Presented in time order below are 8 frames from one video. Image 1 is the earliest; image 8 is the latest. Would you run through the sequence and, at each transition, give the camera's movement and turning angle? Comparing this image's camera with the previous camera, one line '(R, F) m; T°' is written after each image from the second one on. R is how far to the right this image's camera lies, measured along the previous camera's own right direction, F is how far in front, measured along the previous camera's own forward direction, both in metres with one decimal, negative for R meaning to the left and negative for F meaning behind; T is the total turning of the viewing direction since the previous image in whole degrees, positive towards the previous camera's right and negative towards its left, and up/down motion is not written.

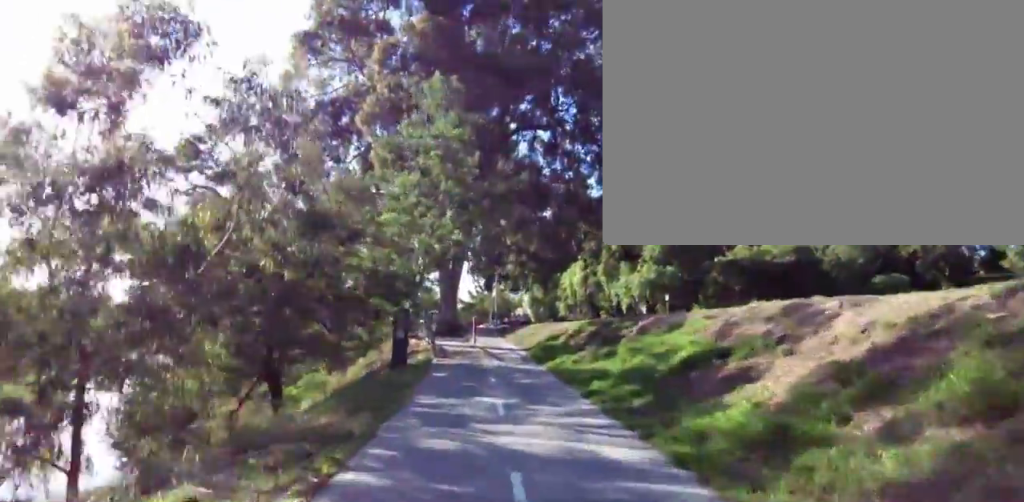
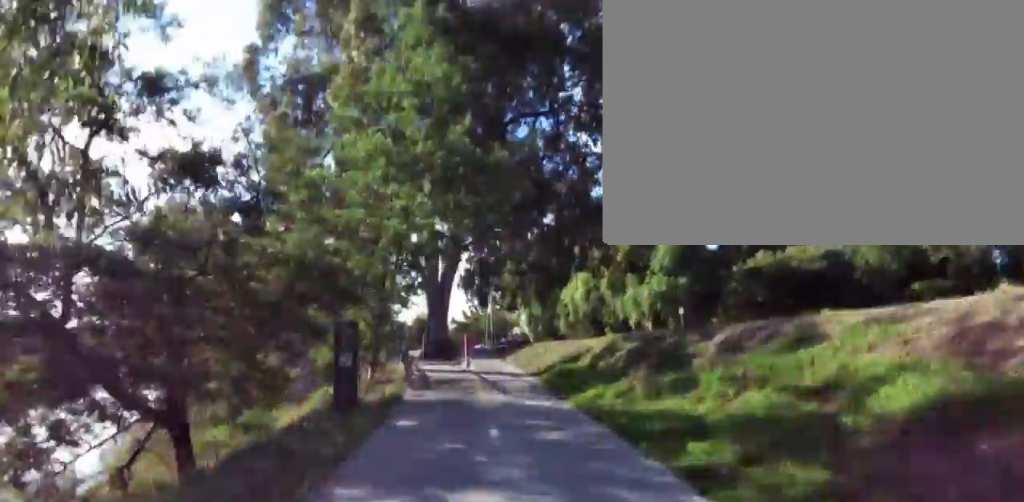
(-0.1, +4.1) m; -1°
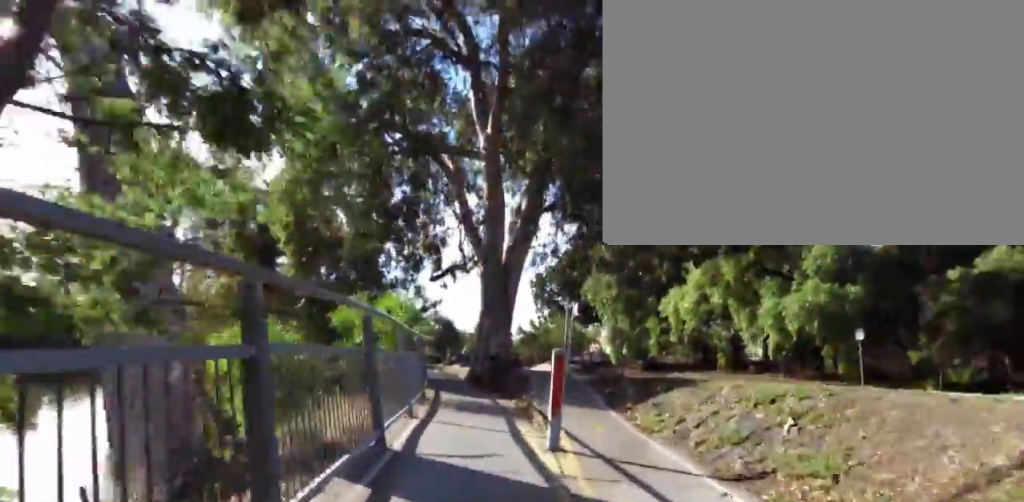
(-0.1, +11.1) m; 0°
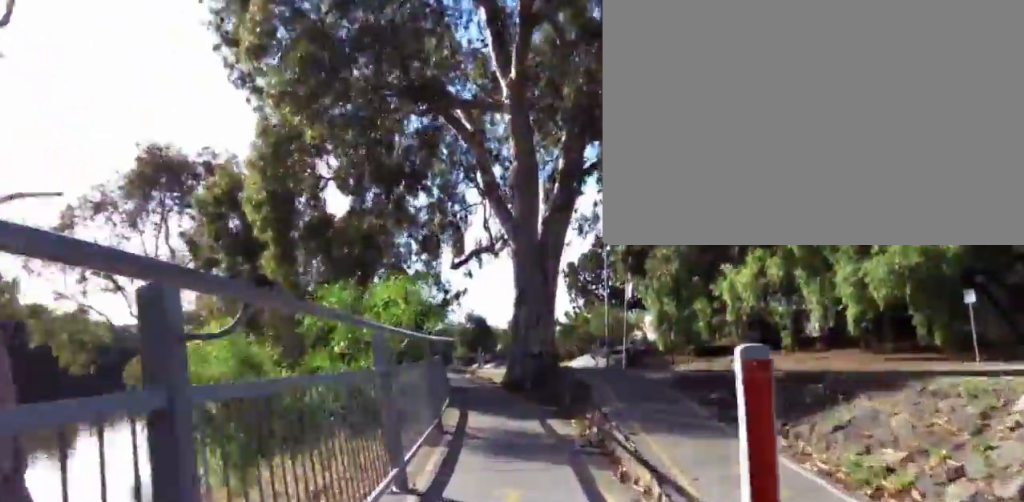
(0.0, +3.6) m; +3°
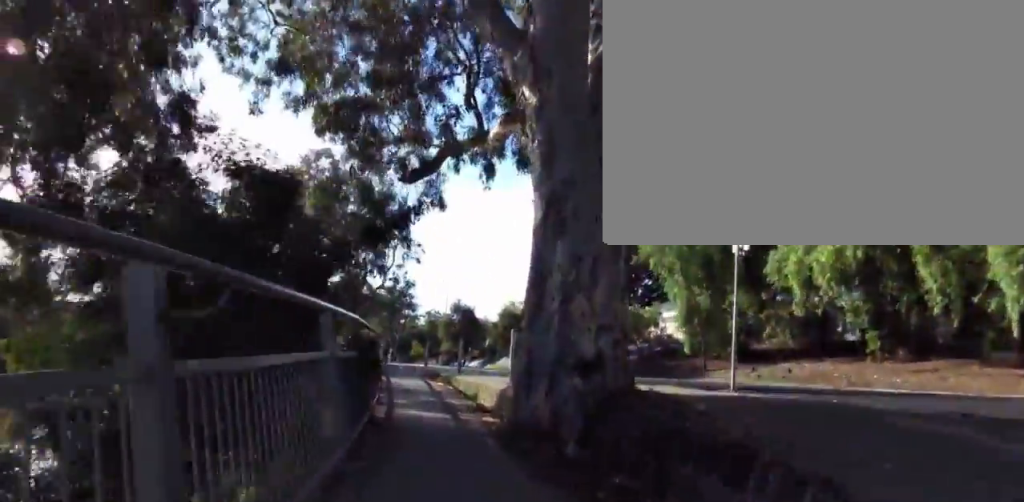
(+0.7, +8.4) m; -7°
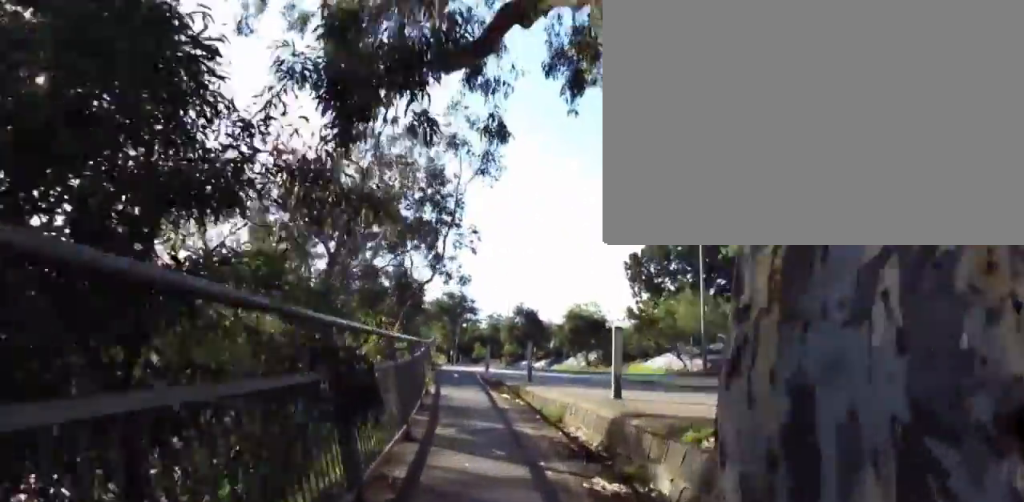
(-0.9, +3.8) m; -10°
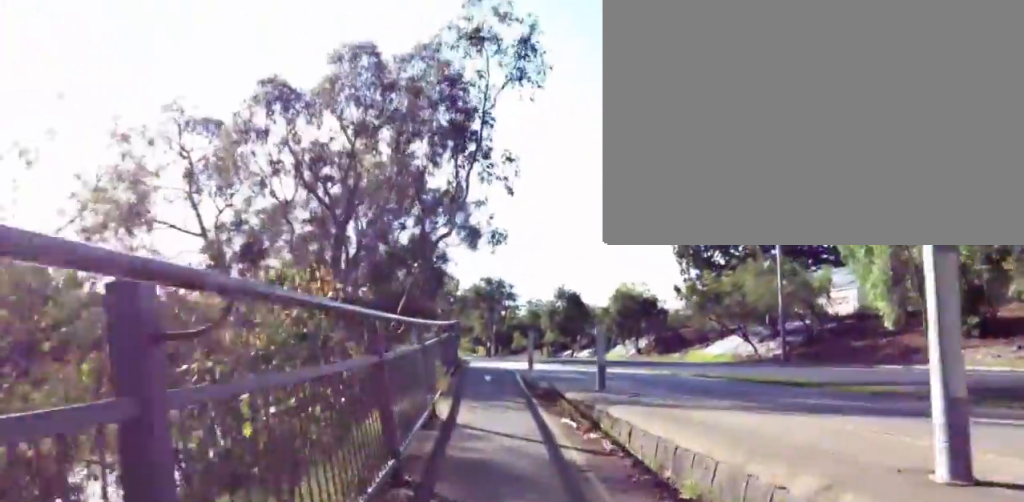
(-0.7, +4.8) m; -2°
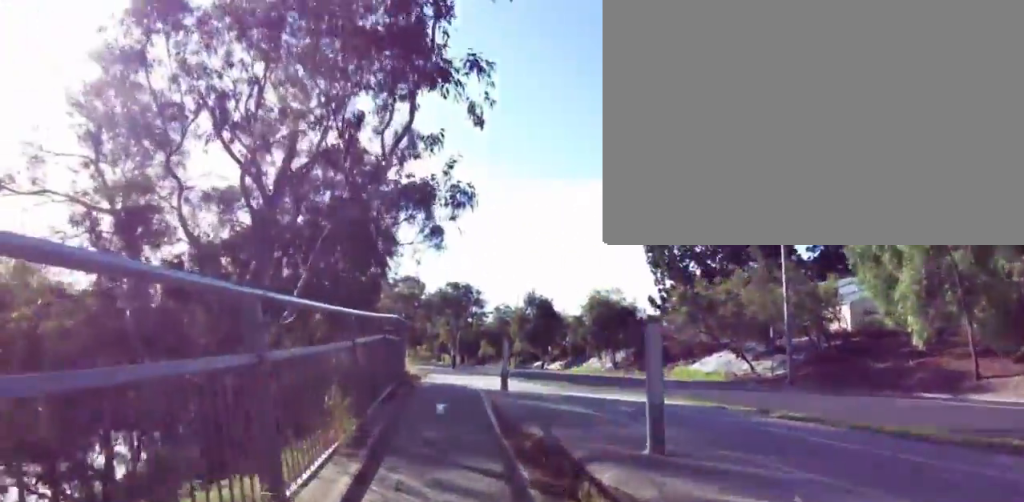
(-0.4, +3.9) m; +11°
